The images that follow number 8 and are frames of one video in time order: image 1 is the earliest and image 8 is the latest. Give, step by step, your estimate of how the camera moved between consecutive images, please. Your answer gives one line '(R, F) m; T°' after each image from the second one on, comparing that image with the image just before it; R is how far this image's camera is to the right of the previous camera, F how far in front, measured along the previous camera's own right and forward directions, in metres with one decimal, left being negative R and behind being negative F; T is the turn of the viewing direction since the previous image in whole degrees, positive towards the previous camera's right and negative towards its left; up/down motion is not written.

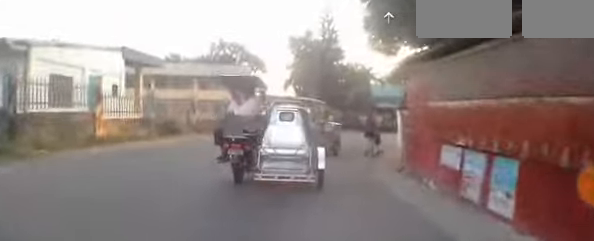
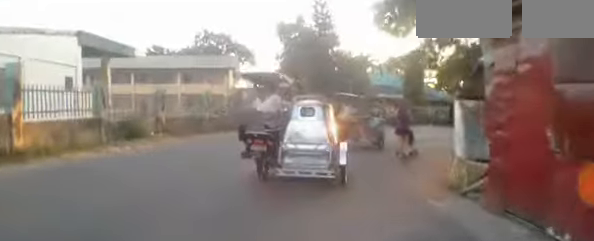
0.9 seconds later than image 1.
(-0.1, +3.1) m; +1°
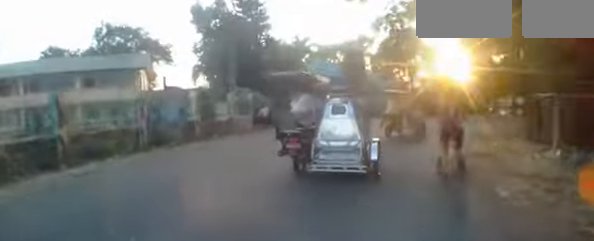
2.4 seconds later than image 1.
(+0.6, +6.0) m; +16°
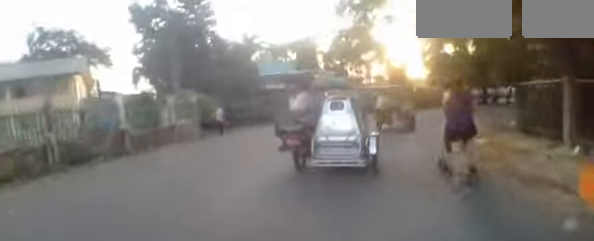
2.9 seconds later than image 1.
(-0.2, +2.3) m; +9°
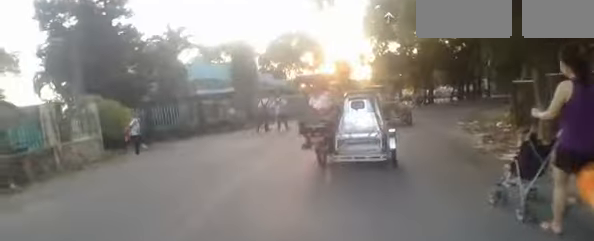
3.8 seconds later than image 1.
(+1.1, +4.3) m; +26°
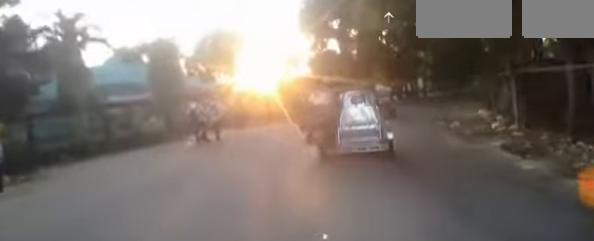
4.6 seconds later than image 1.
(+1.0, +3.8) m; +15°
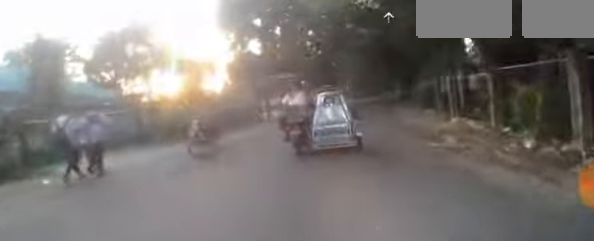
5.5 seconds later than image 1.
(+0.5, +4.8) m; +6°
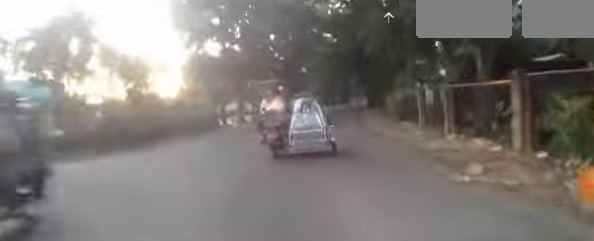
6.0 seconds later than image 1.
(0.0, +2.6) m; +1°
